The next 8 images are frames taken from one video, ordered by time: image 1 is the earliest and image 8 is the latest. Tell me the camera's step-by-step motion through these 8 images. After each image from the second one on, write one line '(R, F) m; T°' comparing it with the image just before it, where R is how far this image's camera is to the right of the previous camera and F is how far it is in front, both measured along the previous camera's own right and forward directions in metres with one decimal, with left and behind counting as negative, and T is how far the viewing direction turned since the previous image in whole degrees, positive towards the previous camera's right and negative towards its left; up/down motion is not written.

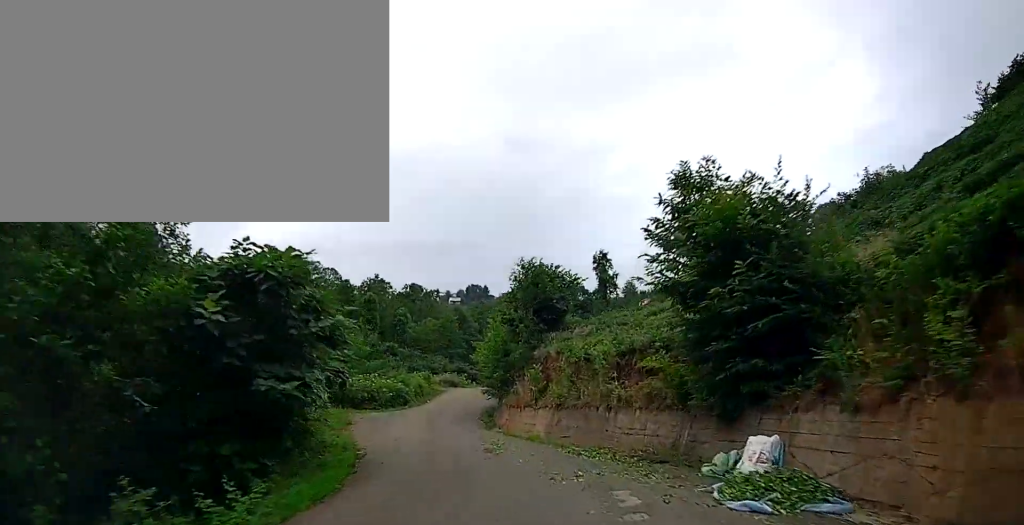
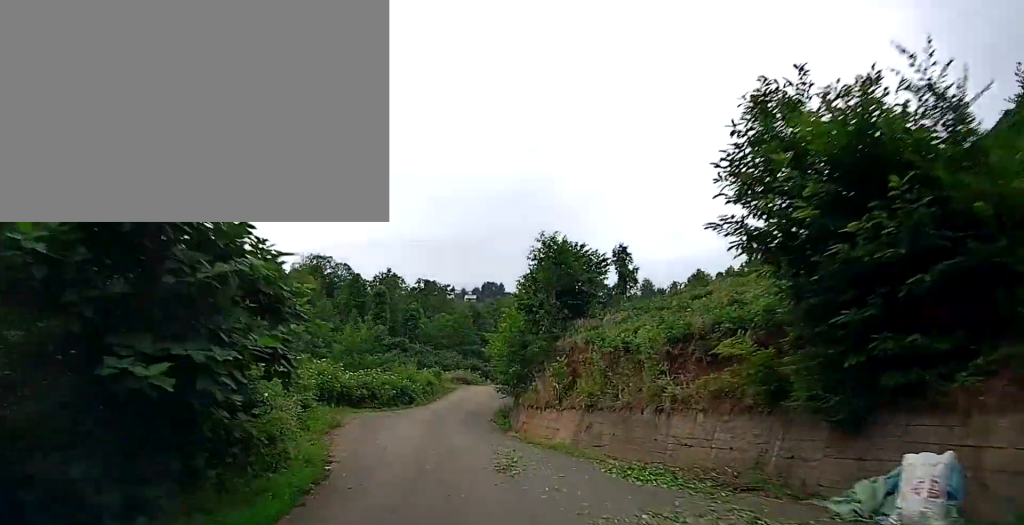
(+0.1, +3.7) m; +1°
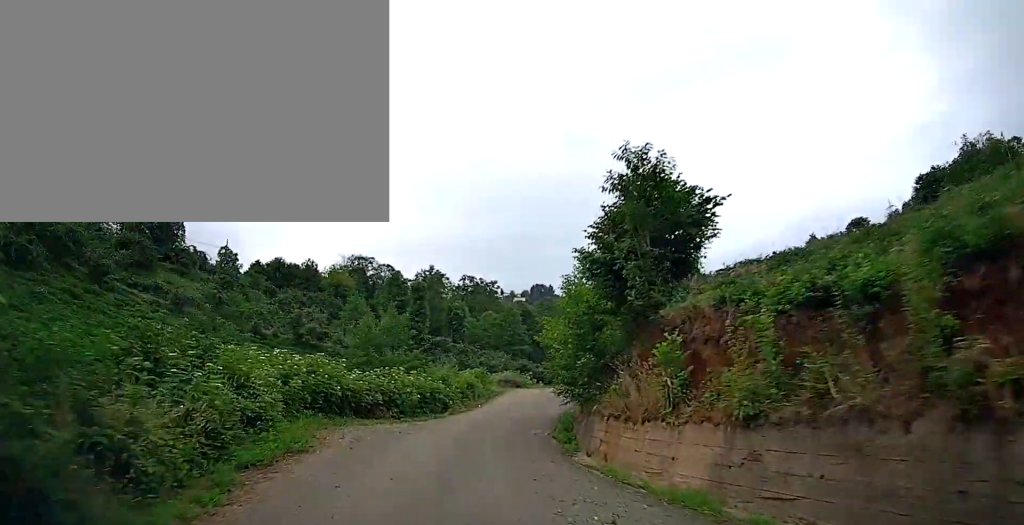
(+0.1, +7.4) m; -2°
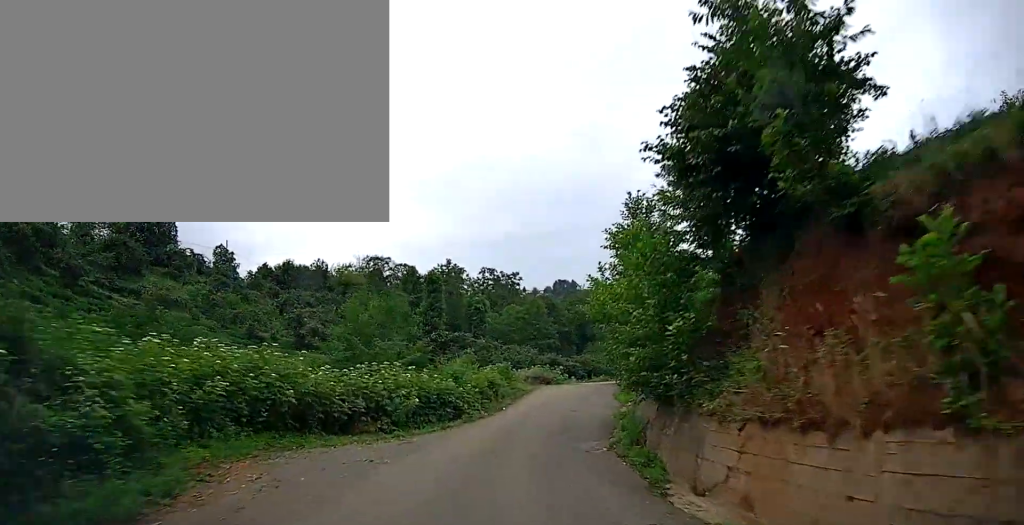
(-0.2, +6.5) m; -3°
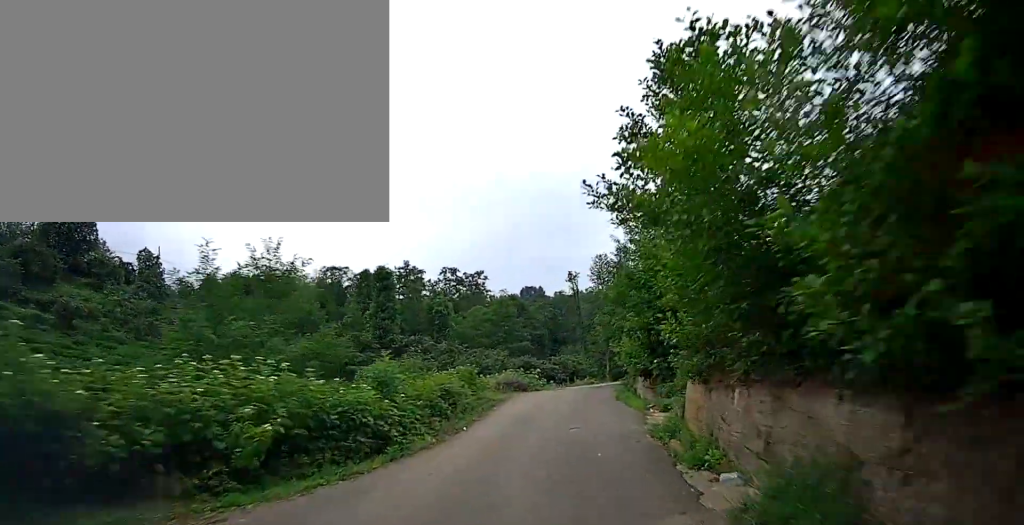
(-0.3, +8.6) m; 0°
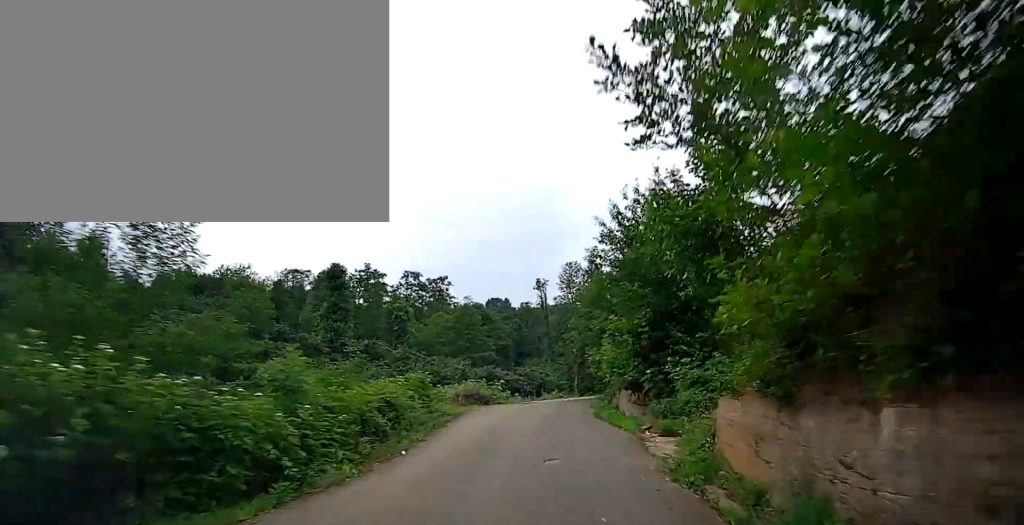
(+0.1, +4.1) m; +1°
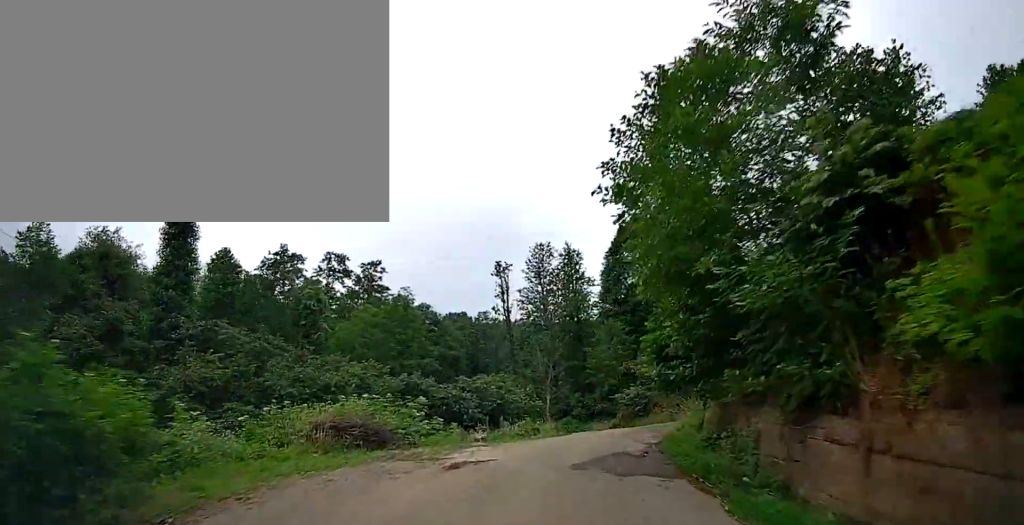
(+1.2, +20.2) m; +6°
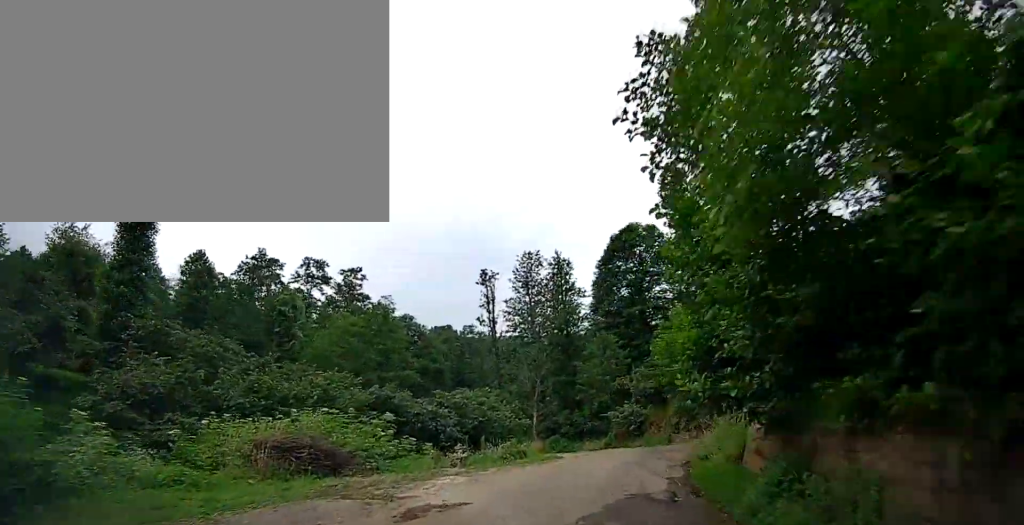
(-0.1, +3.3) m; +1°
